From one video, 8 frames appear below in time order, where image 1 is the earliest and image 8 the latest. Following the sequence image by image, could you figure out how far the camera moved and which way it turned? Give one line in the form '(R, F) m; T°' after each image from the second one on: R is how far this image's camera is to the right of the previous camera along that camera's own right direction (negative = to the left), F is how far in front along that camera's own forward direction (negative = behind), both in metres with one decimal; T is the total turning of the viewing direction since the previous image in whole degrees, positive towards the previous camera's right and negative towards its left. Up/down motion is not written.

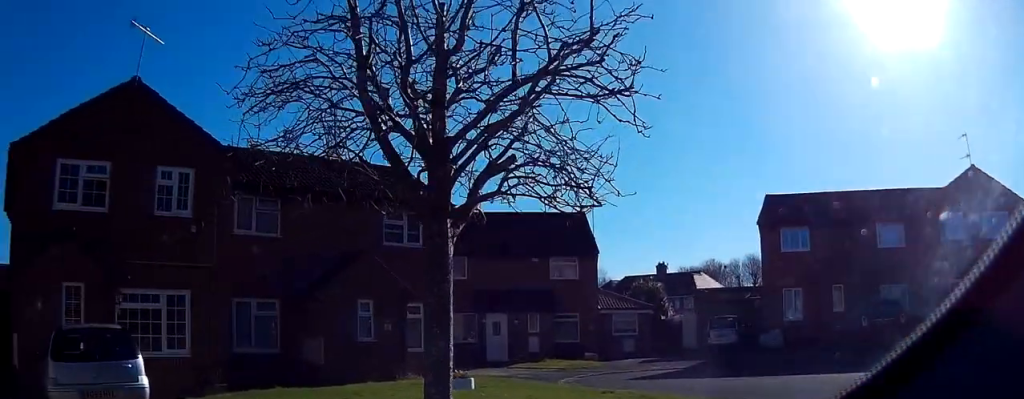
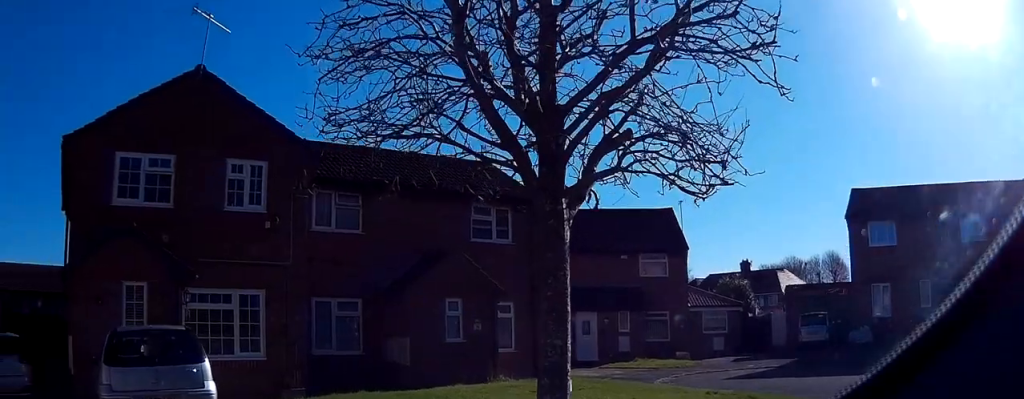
(-0.1, +0.8) m; -10°
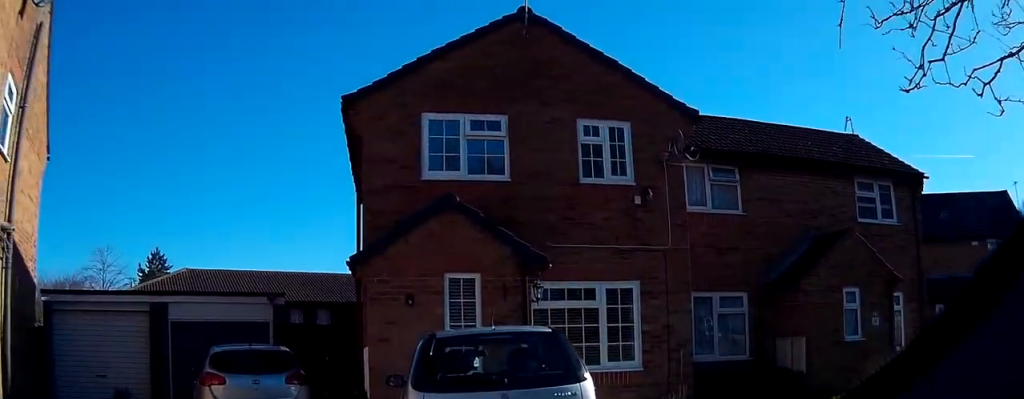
(-1.1, +3.4) m; -31°
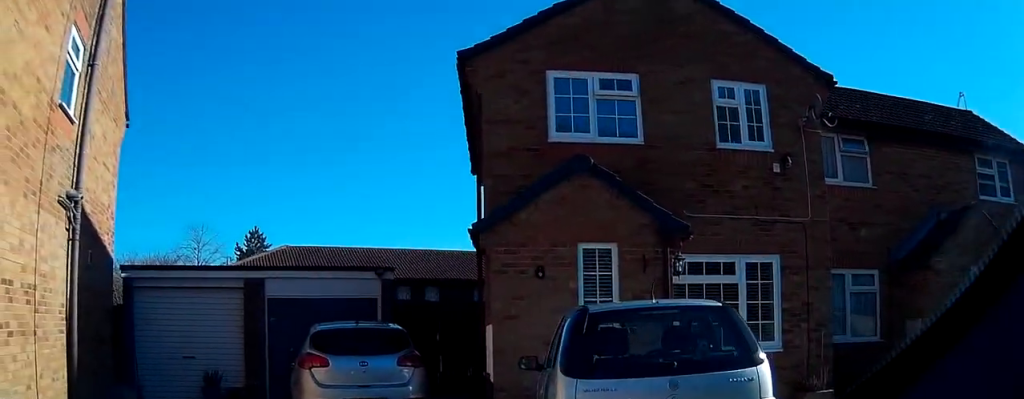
(0.0, +1.2) m; -8°
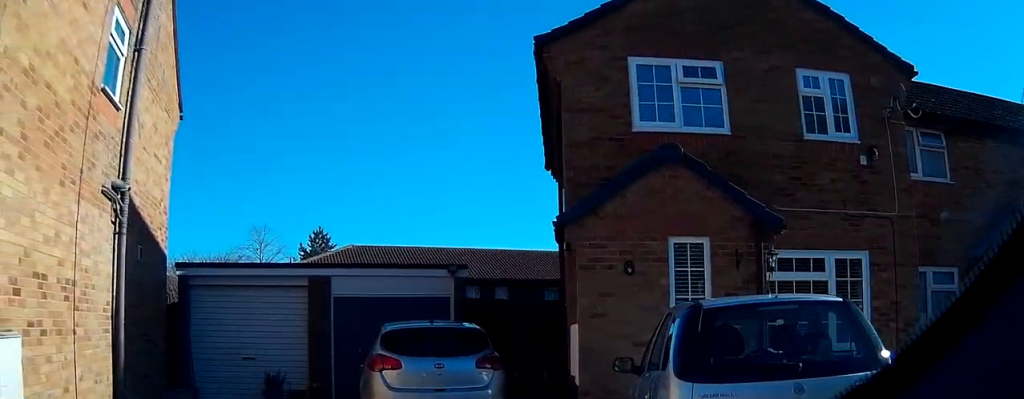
(-0.2, +0.6) m; 0°
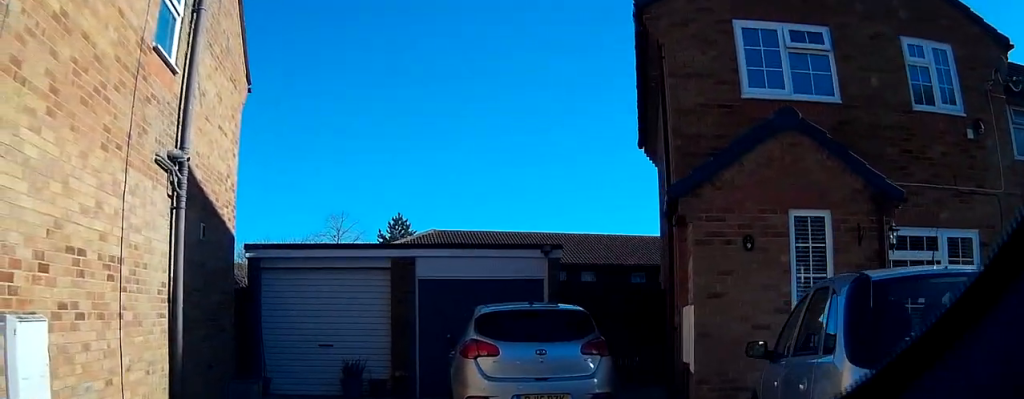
(-0.3, +0.9) m; 0°
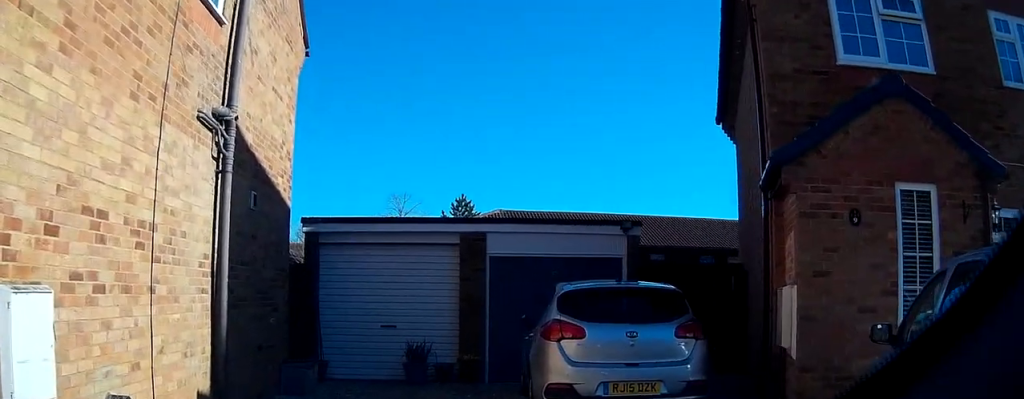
(-0.5, +0.9) m; 0°
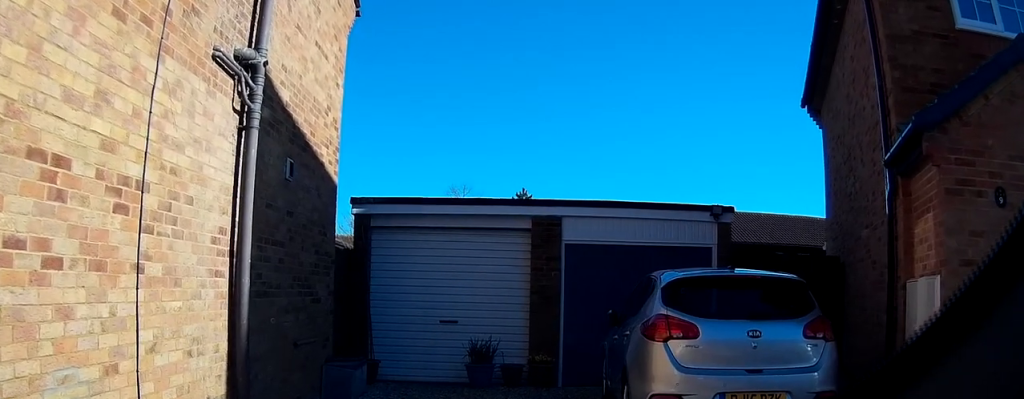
(-0.9, +1.4) m; 0°
